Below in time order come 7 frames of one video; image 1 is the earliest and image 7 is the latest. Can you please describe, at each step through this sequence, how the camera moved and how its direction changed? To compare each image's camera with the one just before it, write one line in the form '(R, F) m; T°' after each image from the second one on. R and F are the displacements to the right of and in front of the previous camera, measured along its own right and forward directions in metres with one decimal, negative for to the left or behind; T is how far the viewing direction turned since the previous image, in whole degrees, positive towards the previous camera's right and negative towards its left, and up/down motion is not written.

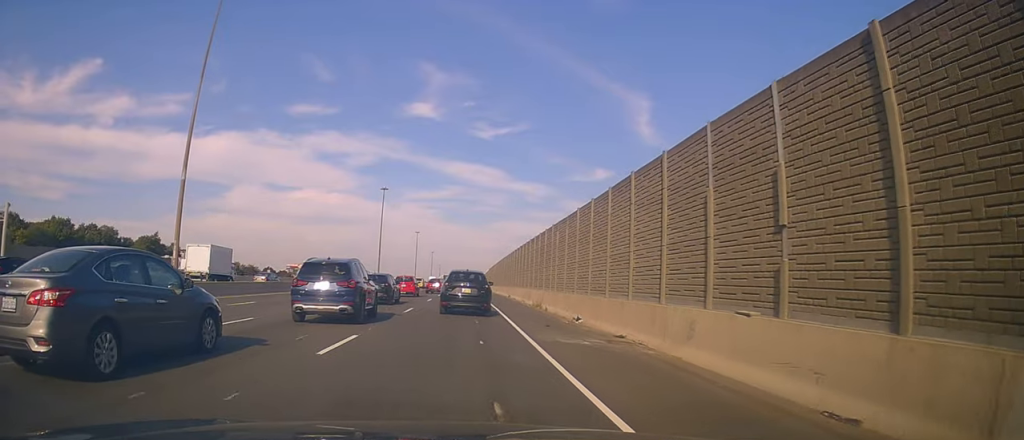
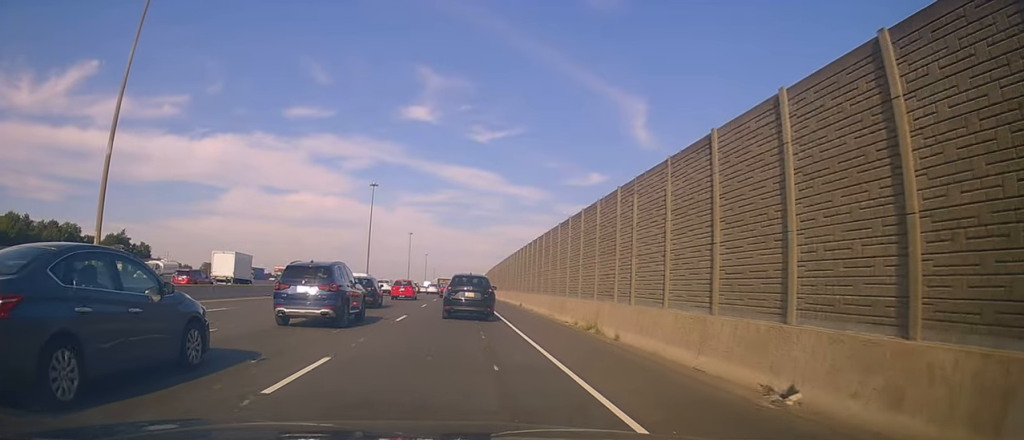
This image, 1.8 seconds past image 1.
(+0.9, +16.4) m; +7°
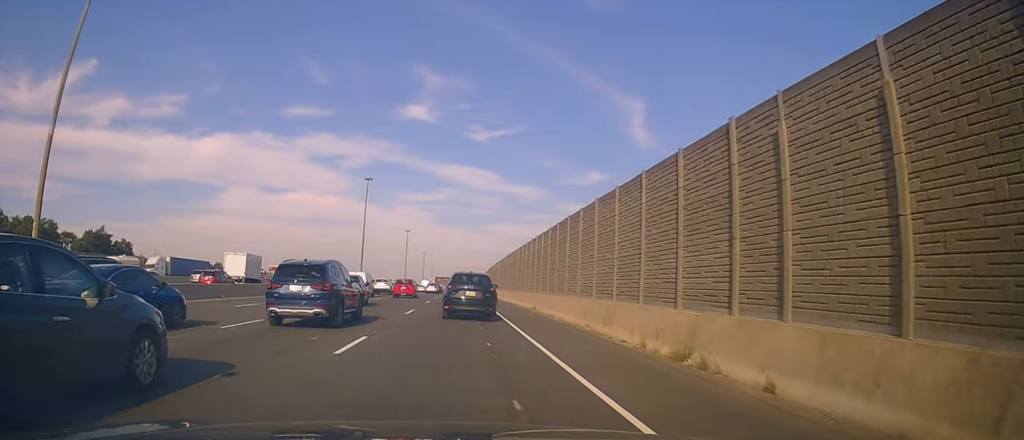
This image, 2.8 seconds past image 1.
(+0.1, +8.6) m; -2°
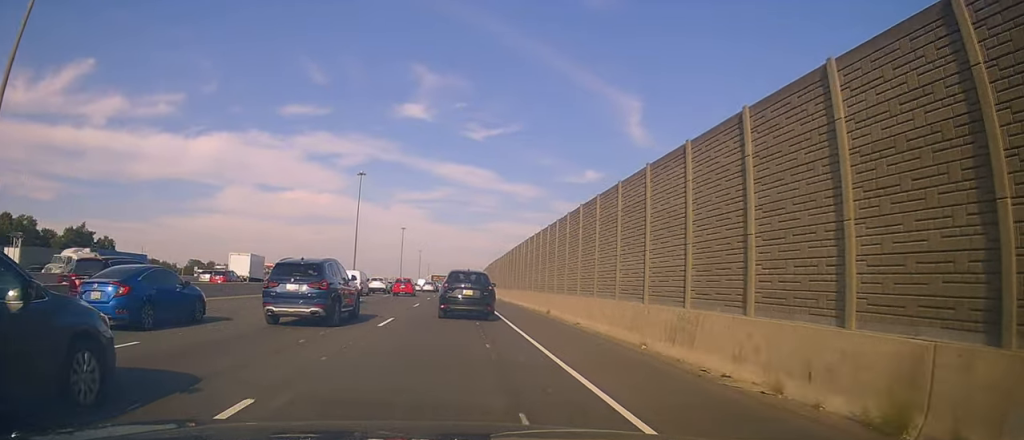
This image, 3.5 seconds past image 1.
(-0.2, +6.4) m; -3°
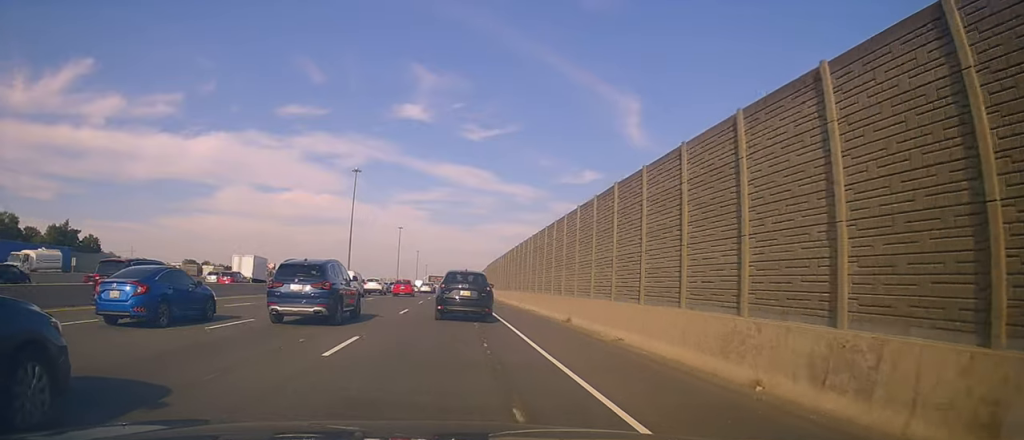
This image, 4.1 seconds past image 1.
(-0.1, +5.7) m; -2°
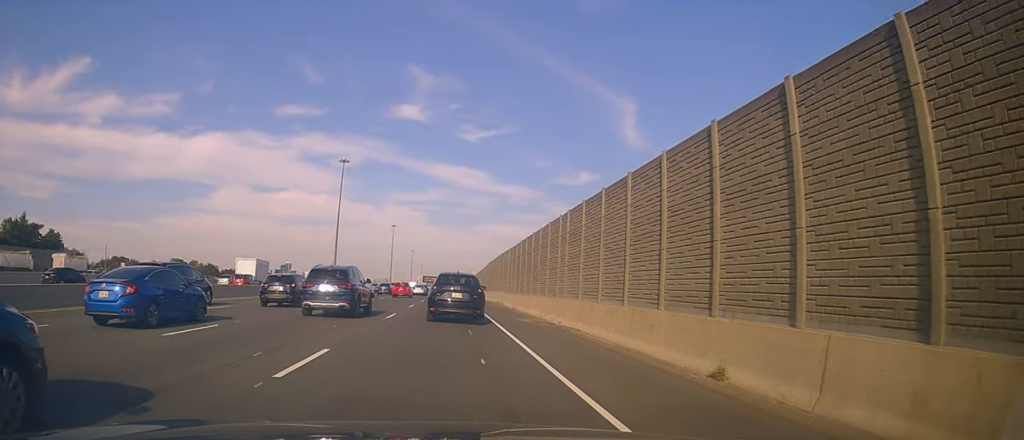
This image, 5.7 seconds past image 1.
(+0.3, +14.3) m; +4°
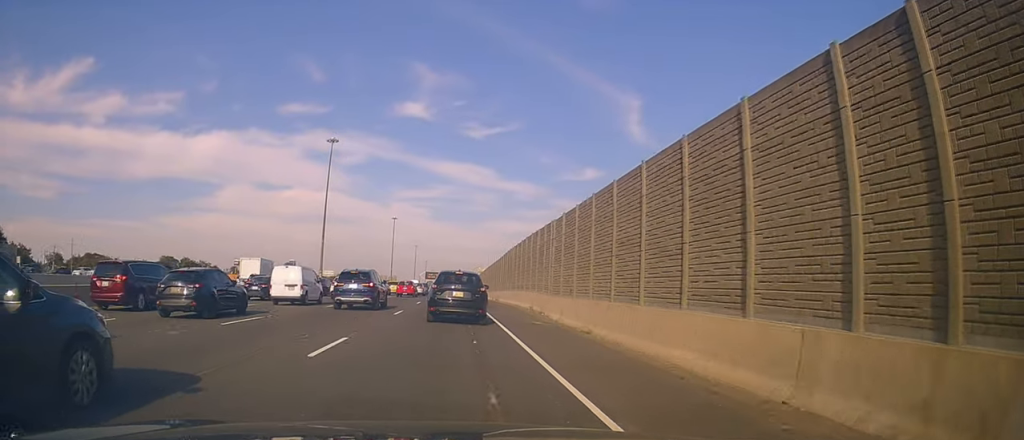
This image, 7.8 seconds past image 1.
(-0.6, +20.1) m; -4°
